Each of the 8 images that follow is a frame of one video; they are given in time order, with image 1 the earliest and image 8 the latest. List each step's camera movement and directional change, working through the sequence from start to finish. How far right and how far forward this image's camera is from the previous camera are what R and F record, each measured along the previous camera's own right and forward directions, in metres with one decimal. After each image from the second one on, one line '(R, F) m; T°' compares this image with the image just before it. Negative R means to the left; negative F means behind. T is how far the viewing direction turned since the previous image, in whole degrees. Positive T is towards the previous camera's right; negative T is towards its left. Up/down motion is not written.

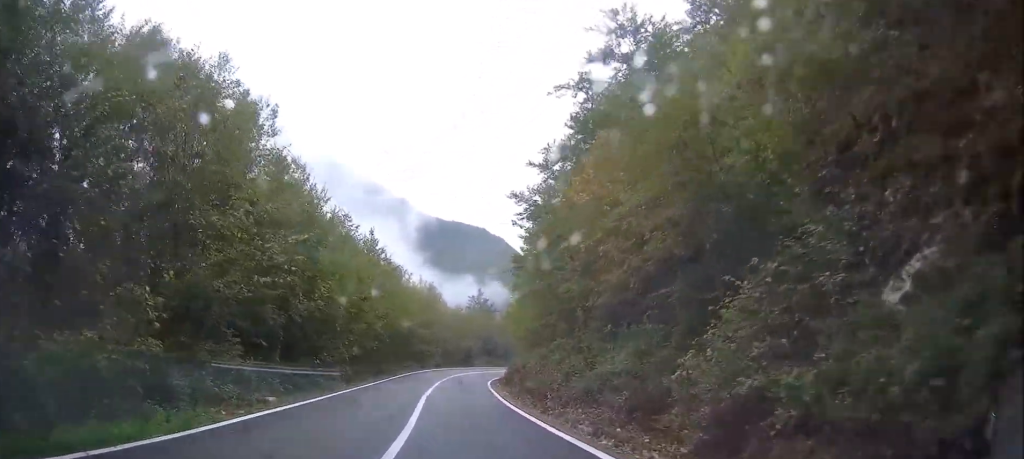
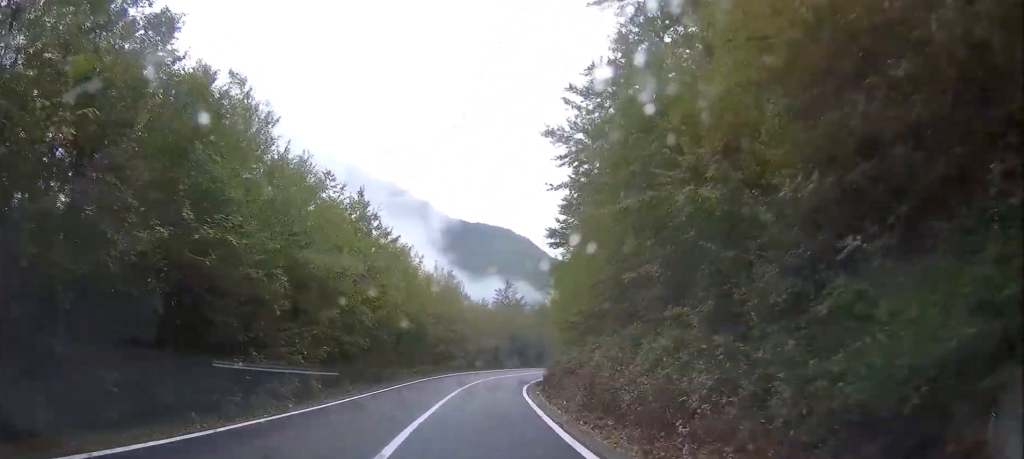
(-0.6, +12.5) m; -3°
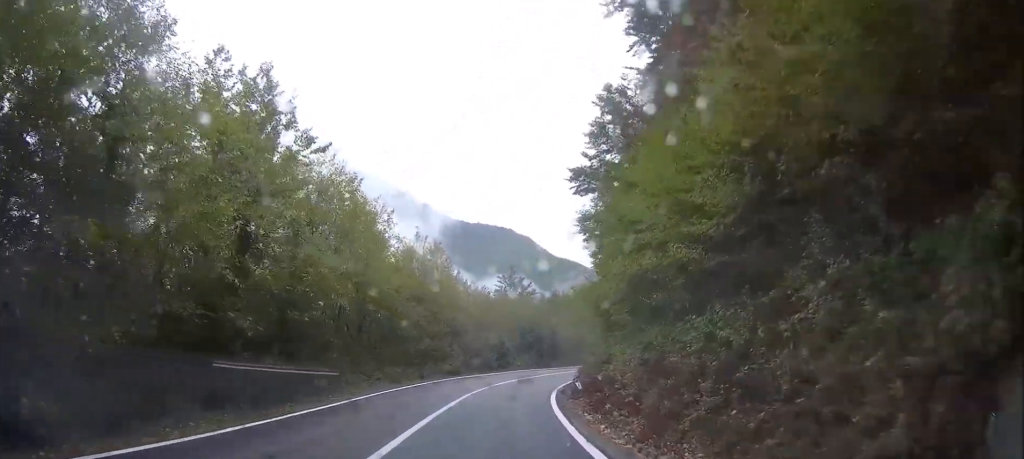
(-0.1, +16.0) m; +2°
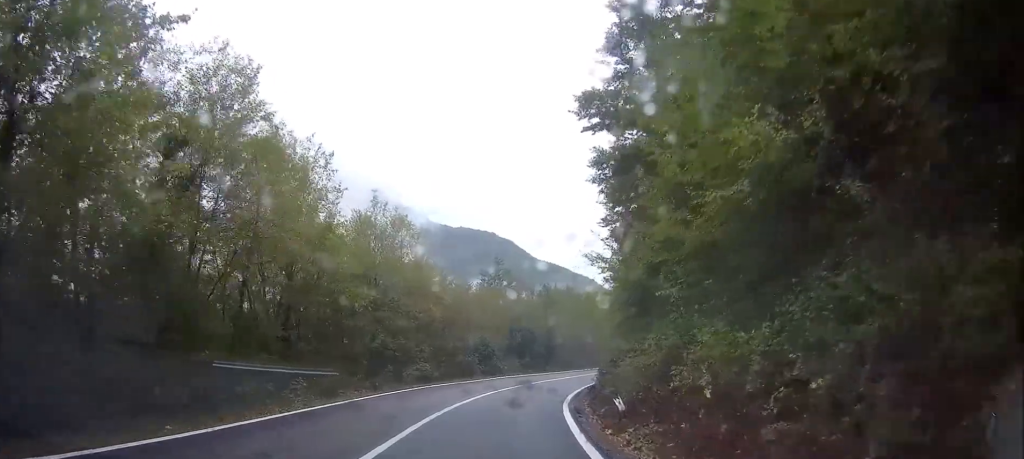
(+0.3, +10.5) m; +3°
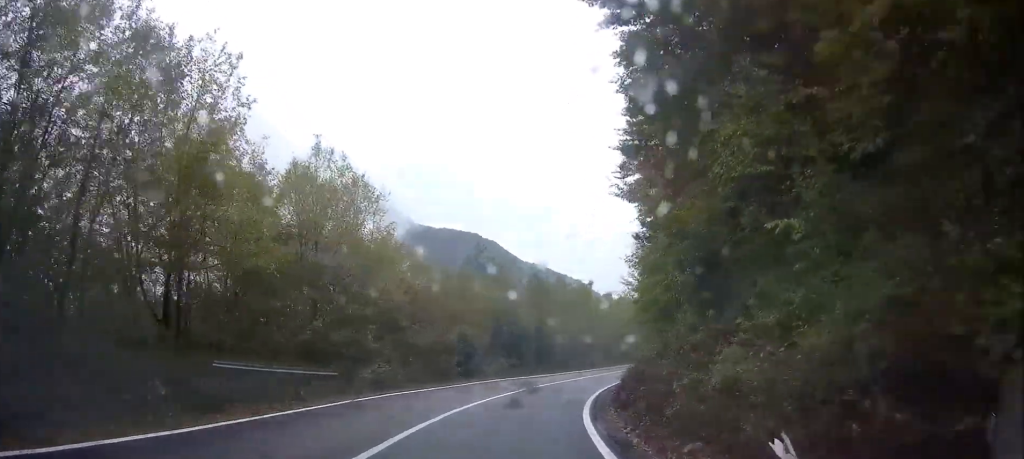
(+0.2, +8.7) m; +4°
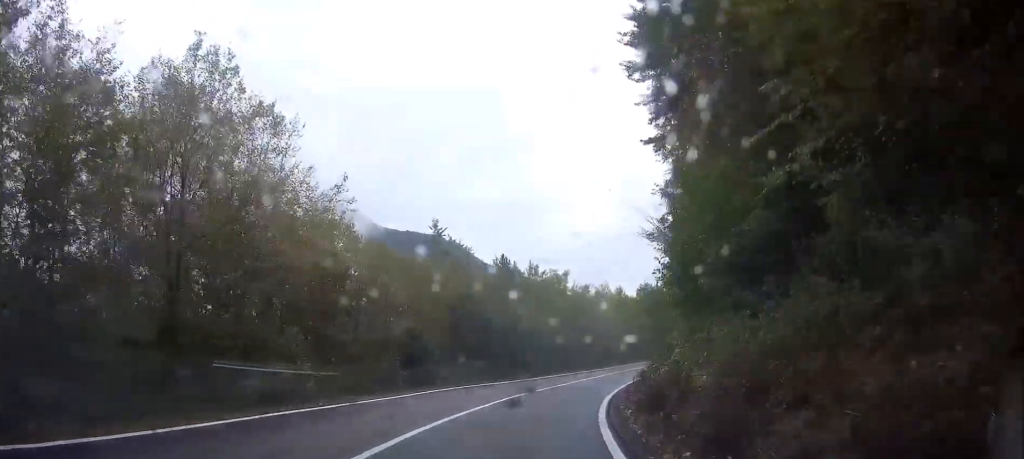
(+0.1, +9.1) m; +5°
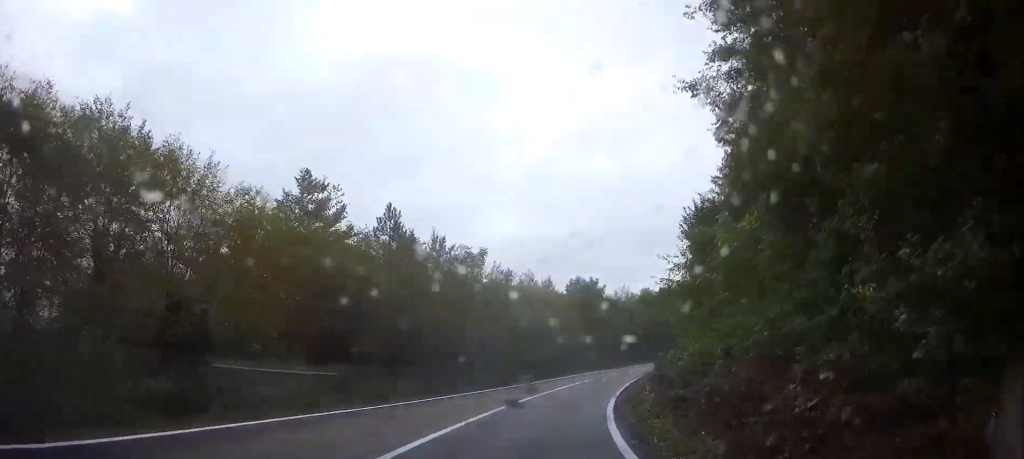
(+1.3, +15.7) m; +7°
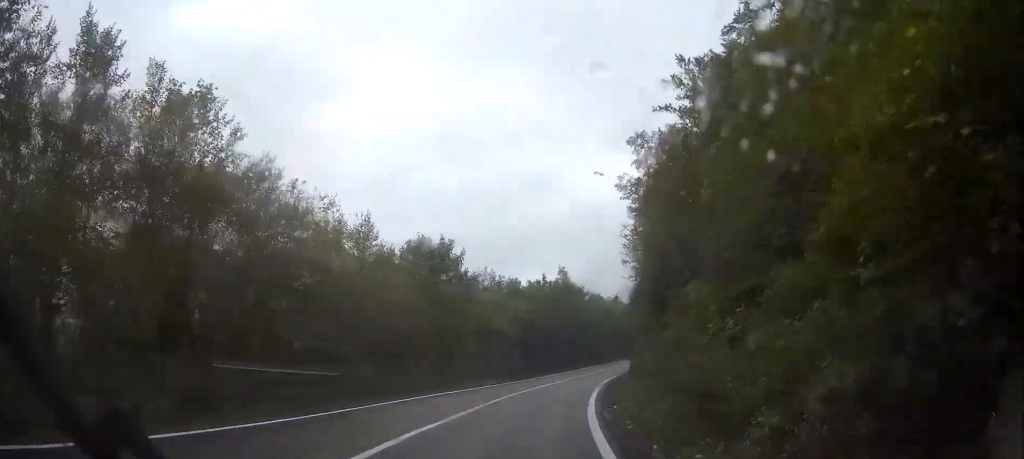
(+2.2, +26.1) m; +10°
